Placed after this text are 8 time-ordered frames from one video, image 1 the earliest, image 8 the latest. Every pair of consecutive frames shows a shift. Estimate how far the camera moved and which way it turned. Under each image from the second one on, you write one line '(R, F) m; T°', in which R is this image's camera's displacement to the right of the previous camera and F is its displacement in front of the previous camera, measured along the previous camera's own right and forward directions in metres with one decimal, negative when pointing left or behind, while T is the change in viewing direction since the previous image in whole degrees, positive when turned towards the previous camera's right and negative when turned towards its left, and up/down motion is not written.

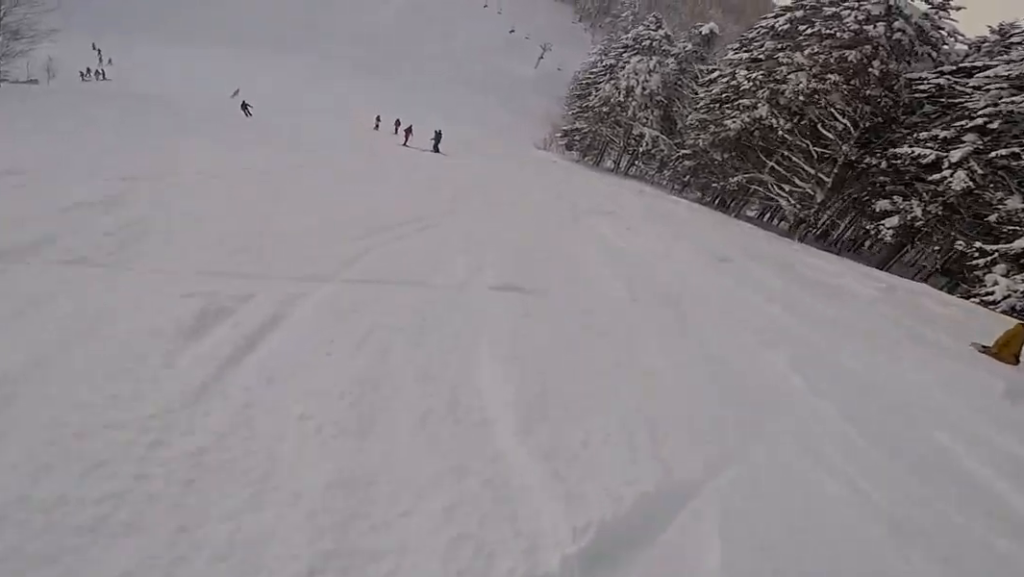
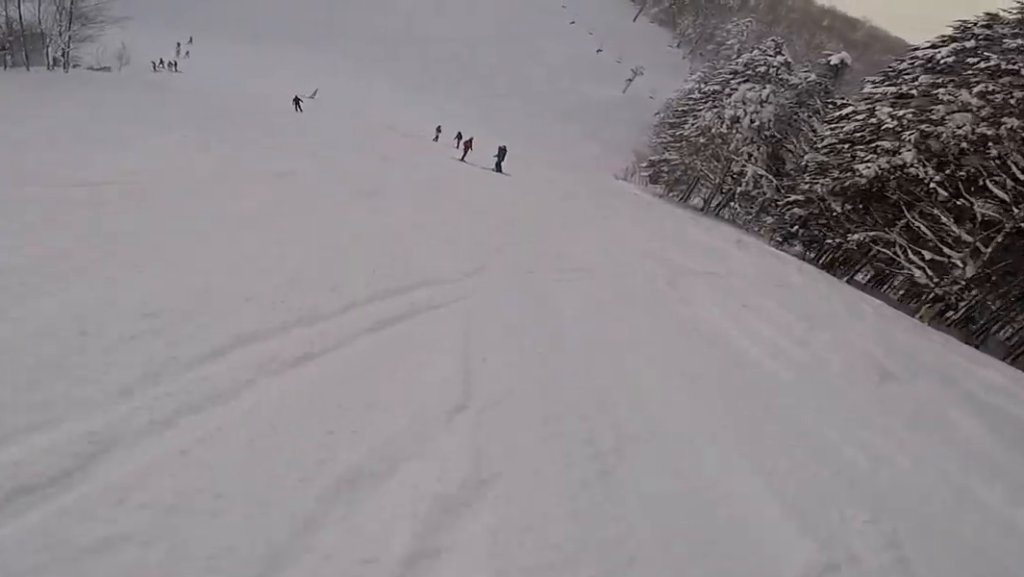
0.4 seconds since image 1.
(-0.5, +3.8) m; -10°
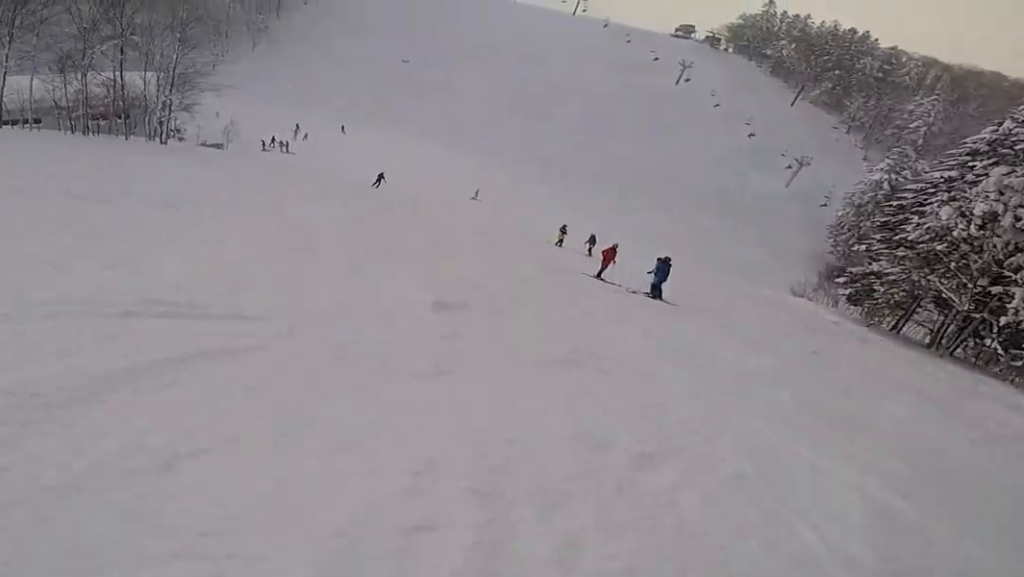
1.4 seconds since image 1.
(-0.2, +8.7) m; -20°
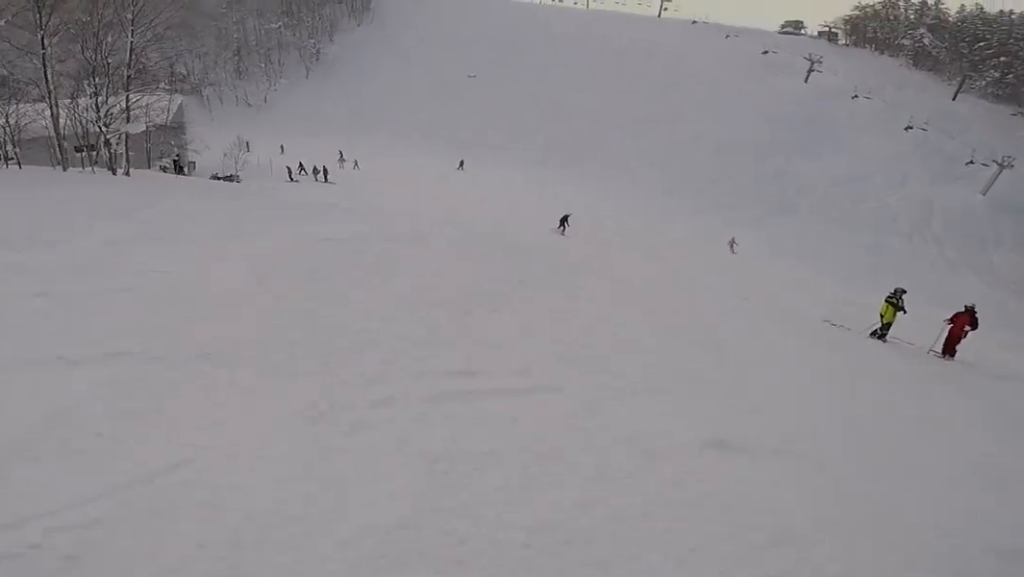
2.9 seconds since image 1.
(-3.5, +15.4) m; -11°
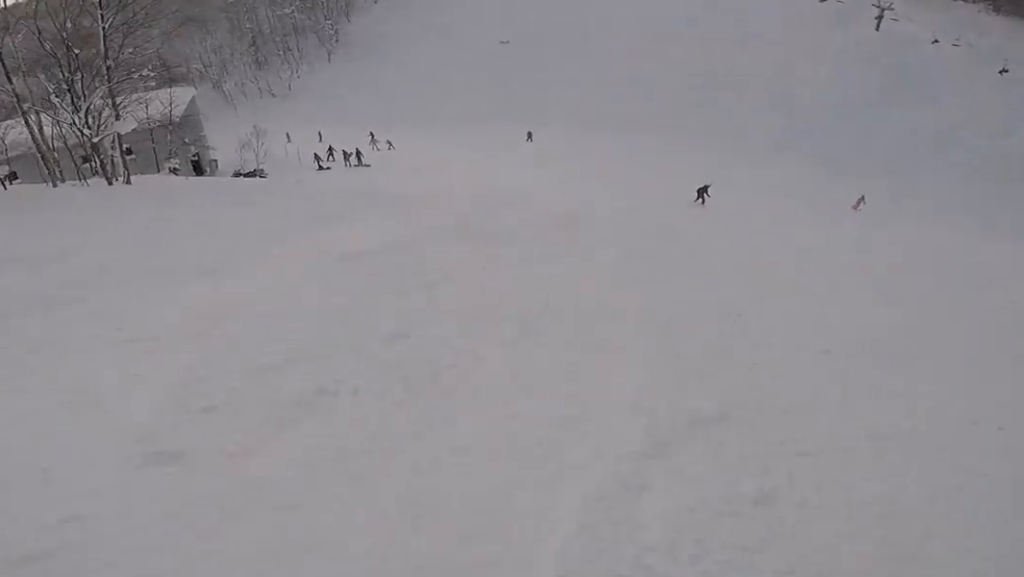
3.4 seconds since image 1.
(+0.7, +4.5) m; 0°
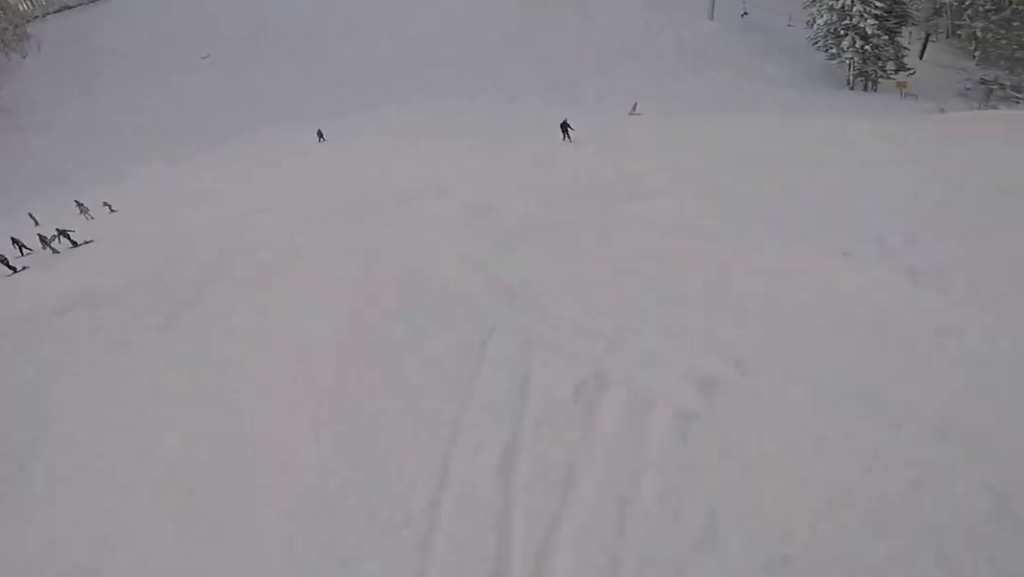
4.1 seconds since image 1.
(-1.0, +7.7) m; +13°
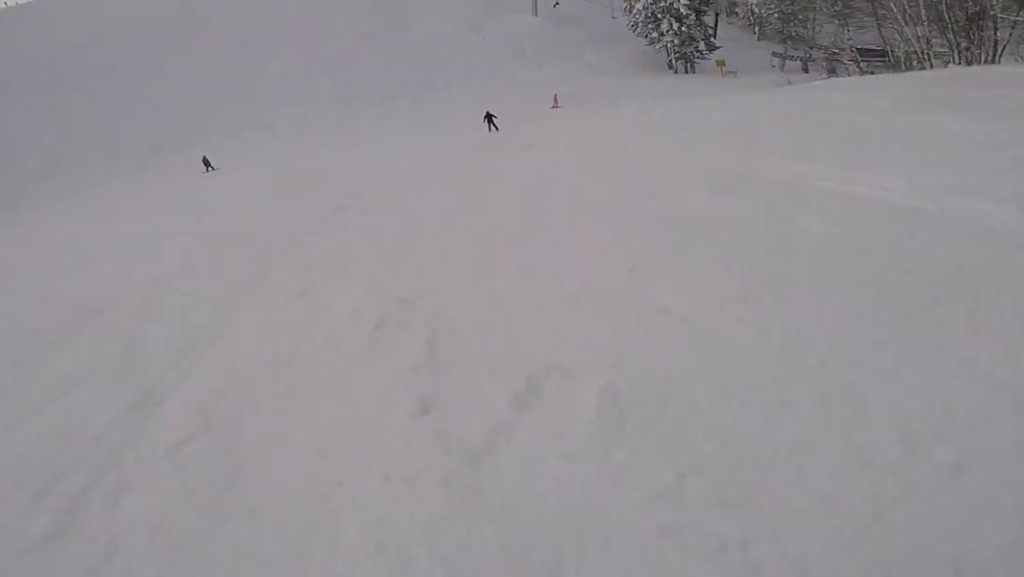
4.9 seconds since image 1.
(+2.0, +8.4) m; +26°
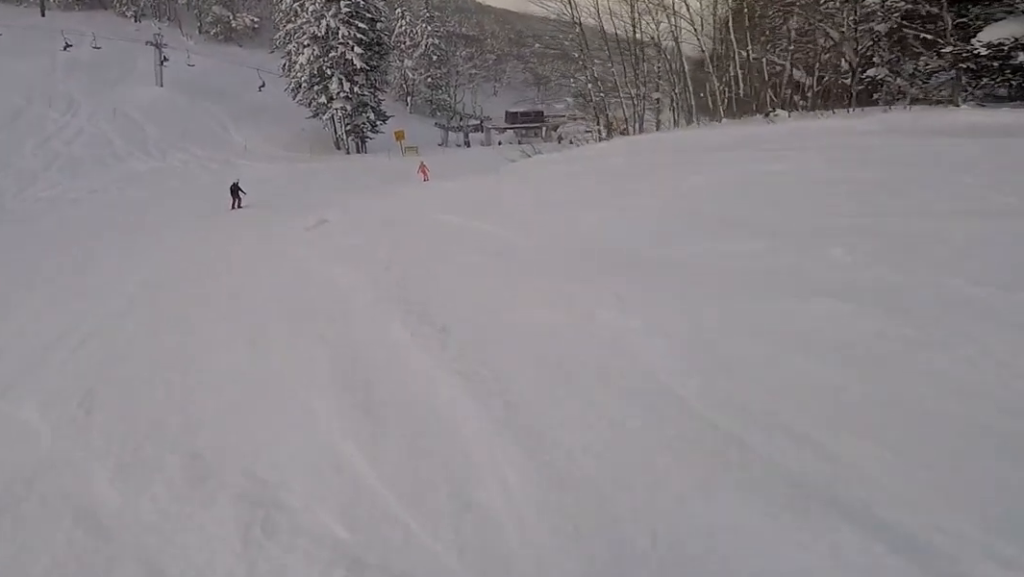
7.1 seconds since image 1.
(+10.3, +21.9) m; +35°
